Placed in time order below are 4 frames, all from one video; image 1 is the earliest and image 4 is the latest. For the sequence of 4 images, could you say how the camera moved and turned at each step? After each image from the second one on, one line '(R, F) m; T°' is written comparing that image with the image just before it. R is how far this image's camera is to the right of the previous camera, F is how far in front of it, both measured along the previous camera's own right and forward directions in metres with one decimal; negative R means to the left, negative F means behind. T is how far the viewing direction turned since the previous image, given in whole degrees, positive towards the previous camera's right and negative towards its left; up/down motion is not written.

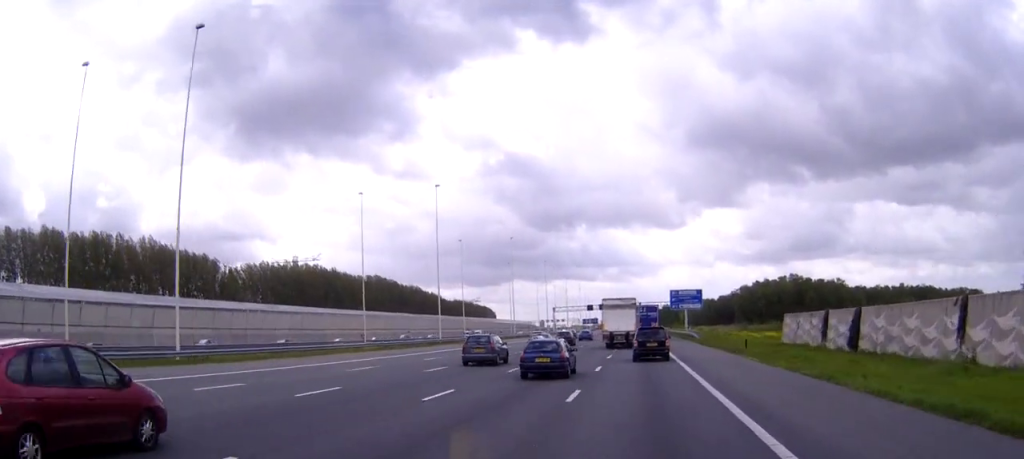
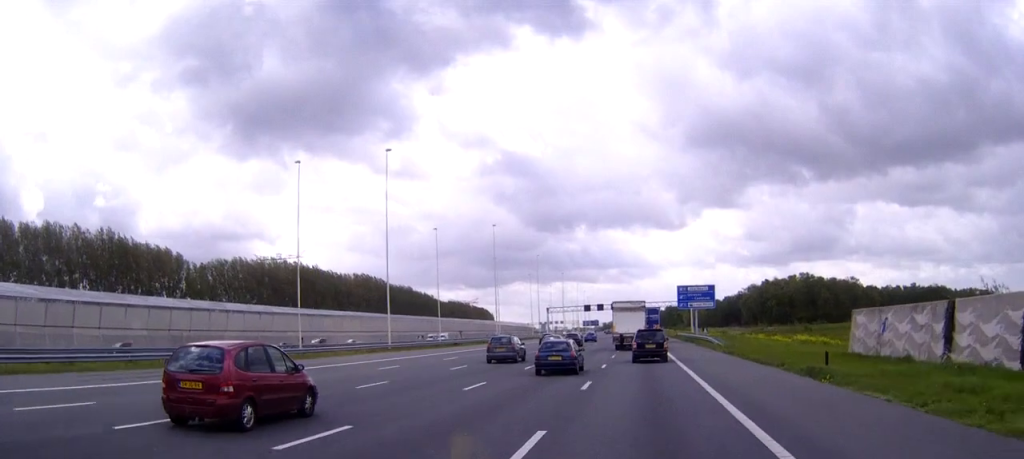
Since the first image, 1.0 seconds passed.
(0.0, +19.8) m; 0°
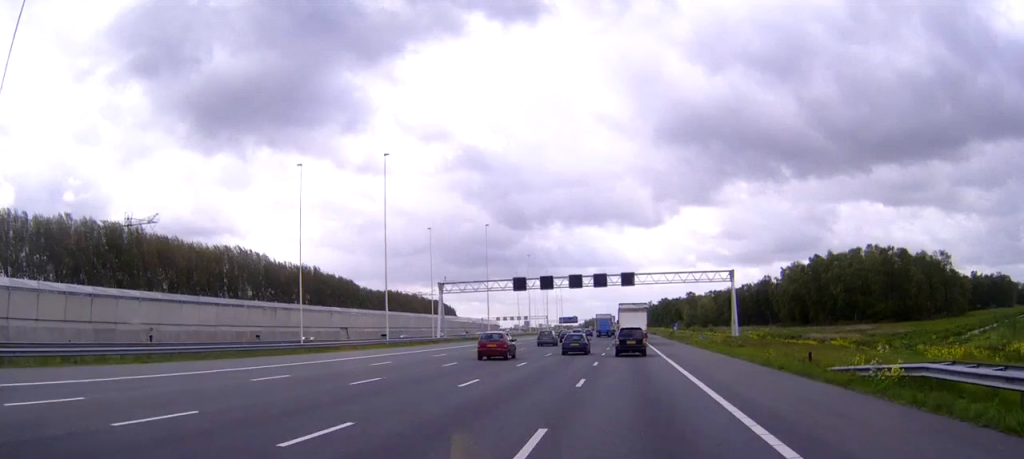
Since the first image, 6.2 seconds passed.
(-0.4, +107.0) m; 0°
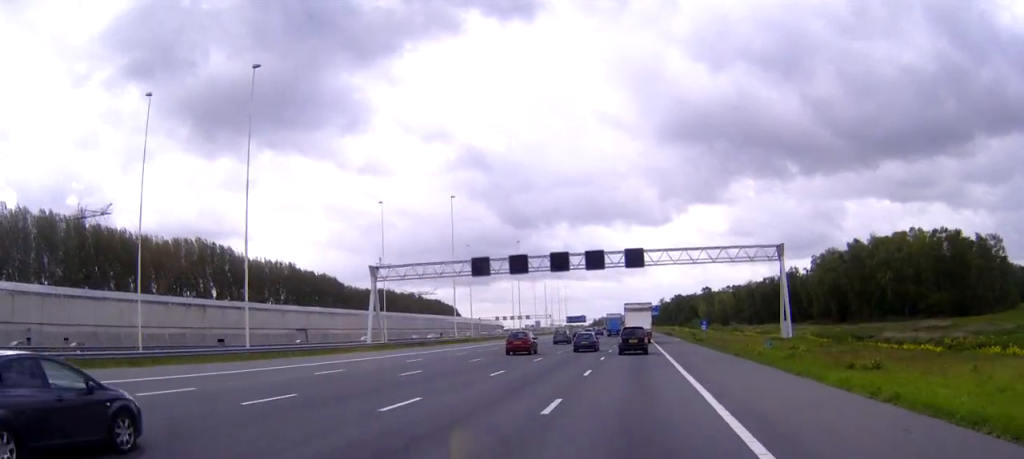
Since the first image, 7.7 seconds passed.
(+0.2, +30.4) m; 0°
